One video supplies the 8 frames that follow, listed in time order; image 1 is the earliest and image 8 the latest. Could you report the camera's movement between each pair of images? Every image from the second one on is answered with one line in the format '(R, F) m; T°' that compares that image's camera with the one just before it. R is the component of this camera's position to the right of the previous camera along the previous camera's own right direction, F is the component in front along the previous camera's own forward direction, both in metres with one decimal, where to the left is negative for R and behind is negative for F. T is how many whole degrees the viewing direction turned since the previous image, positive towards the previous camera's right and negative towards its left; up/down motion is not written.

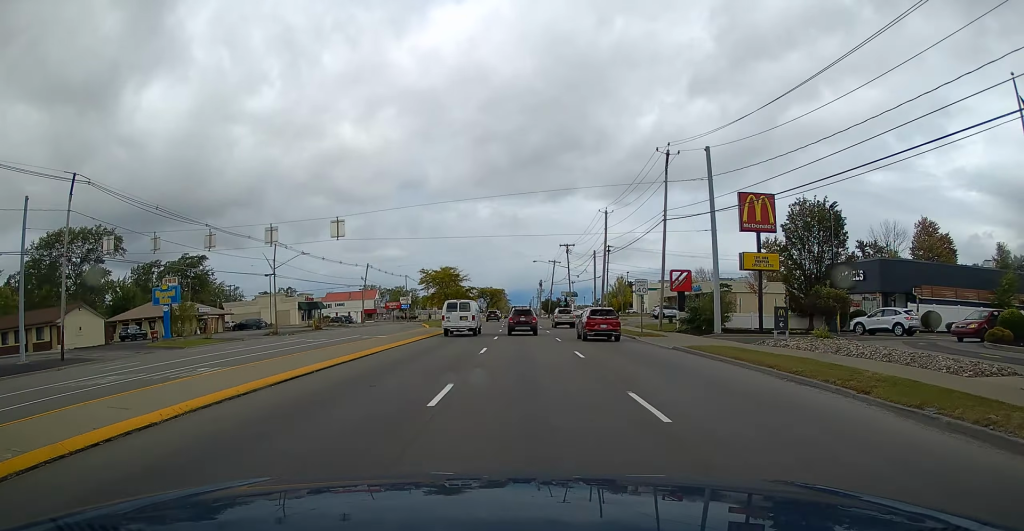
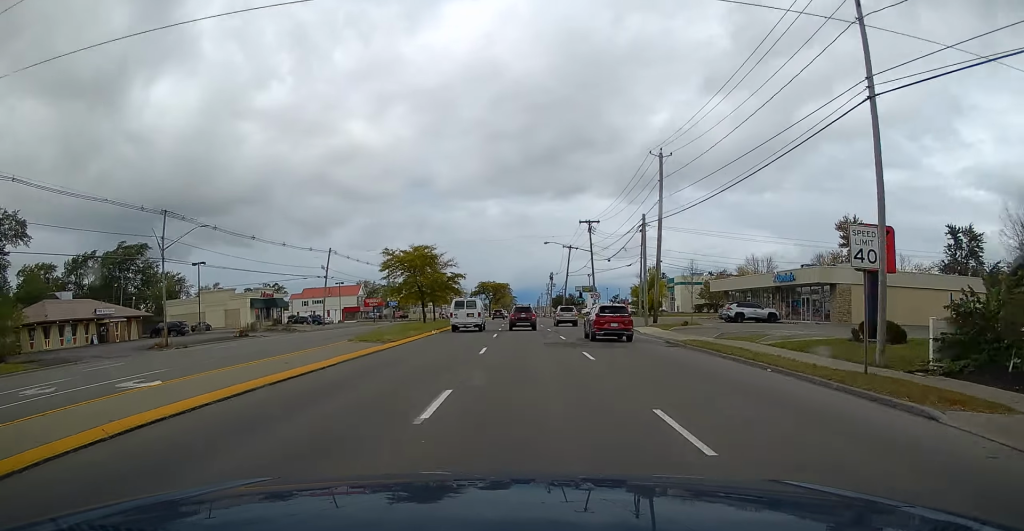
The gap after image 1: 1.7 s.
(-0.2, +27.3) m; 0°
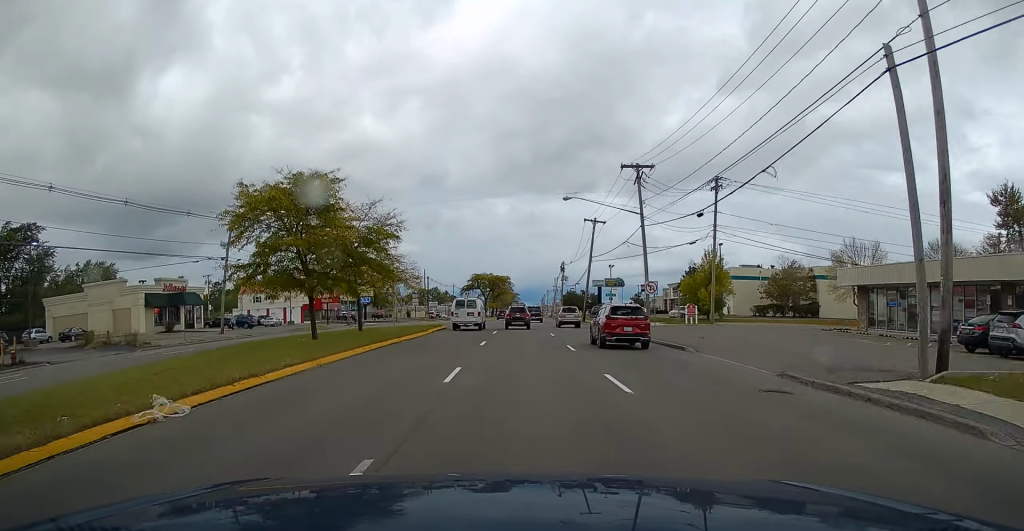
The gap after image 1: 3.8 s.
(-0.3, +32.2) m; -1°
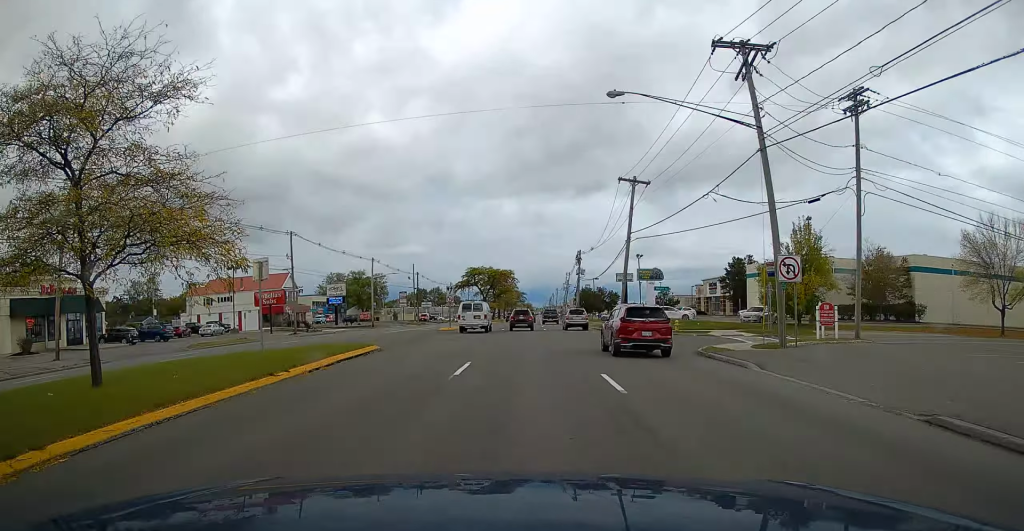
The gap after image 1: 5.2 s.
(0.0, +24.3) m; 0°
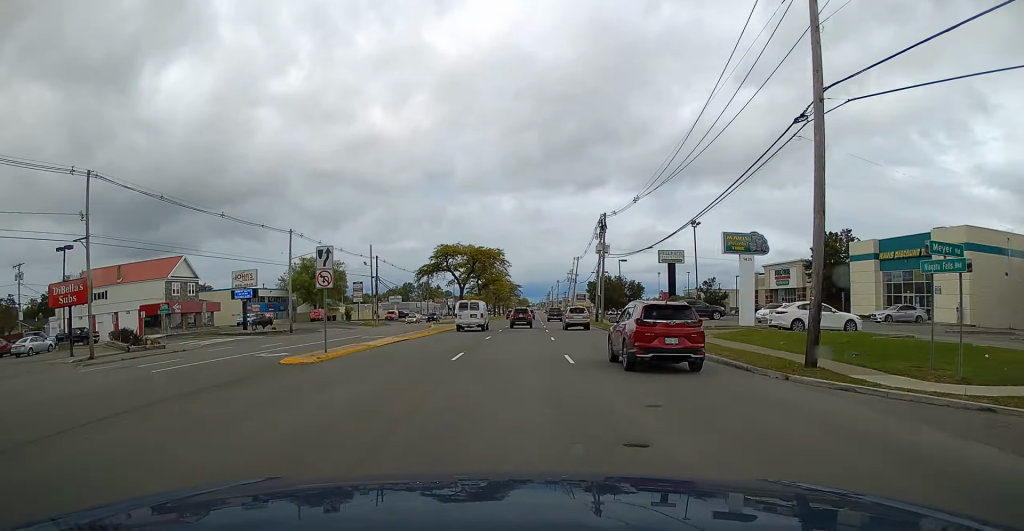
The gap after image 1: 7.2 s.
(-0.1, +33.9) m; 0°
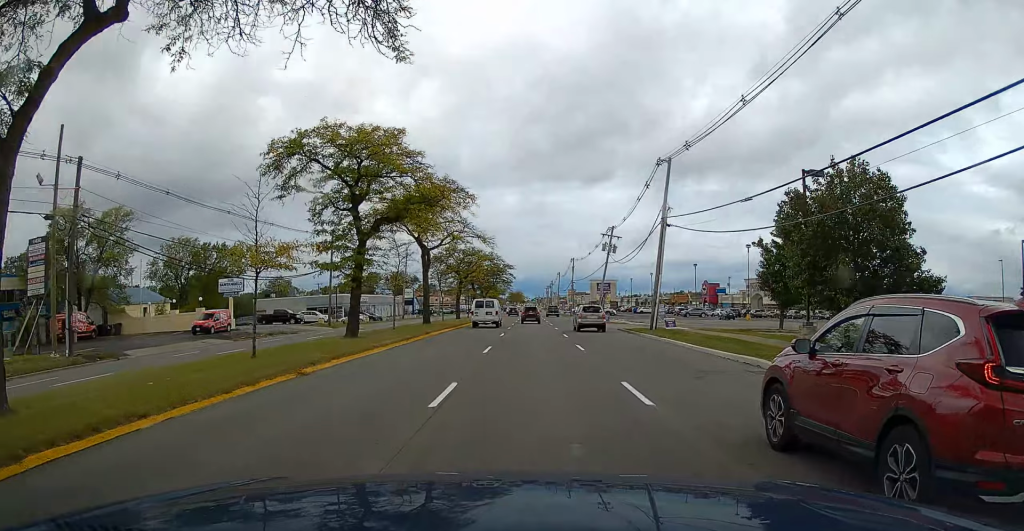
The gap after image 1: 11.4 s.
(+0.3, +73.1) m; +1°
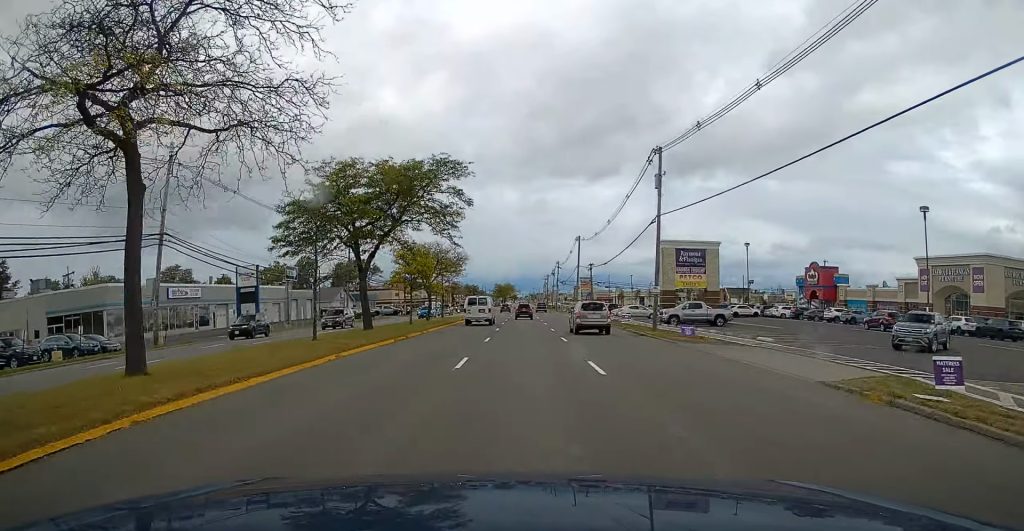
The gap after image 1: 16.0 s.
(+0.8, +80.3) m; +1°
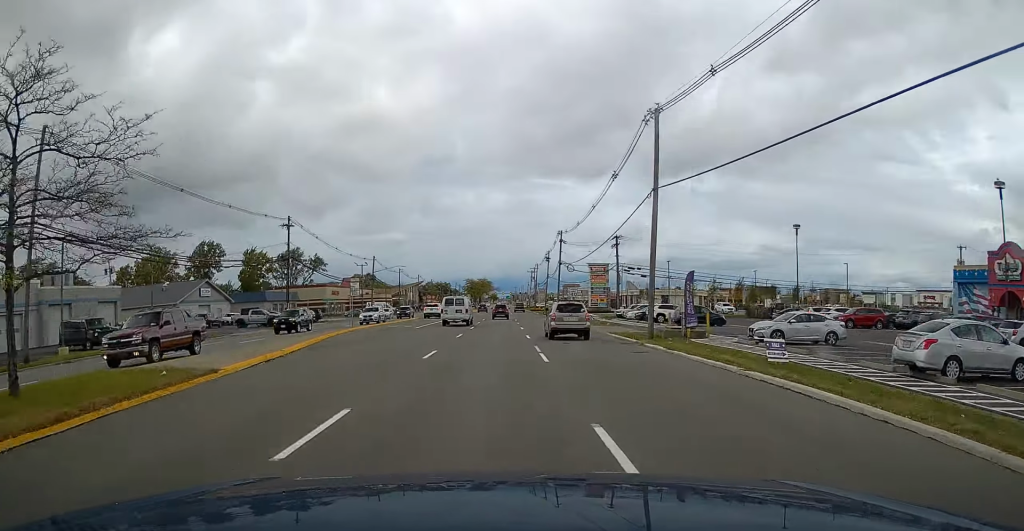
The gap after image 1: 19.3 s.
(+0.4, +57.5) m; +1°
